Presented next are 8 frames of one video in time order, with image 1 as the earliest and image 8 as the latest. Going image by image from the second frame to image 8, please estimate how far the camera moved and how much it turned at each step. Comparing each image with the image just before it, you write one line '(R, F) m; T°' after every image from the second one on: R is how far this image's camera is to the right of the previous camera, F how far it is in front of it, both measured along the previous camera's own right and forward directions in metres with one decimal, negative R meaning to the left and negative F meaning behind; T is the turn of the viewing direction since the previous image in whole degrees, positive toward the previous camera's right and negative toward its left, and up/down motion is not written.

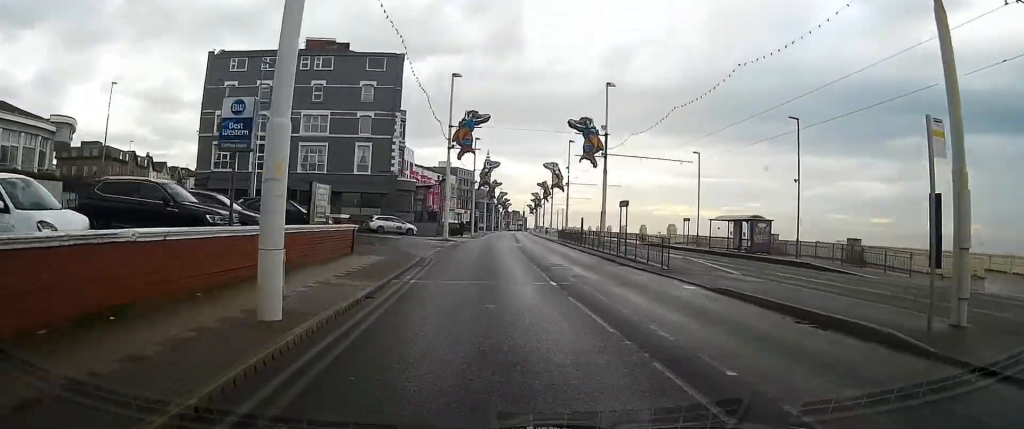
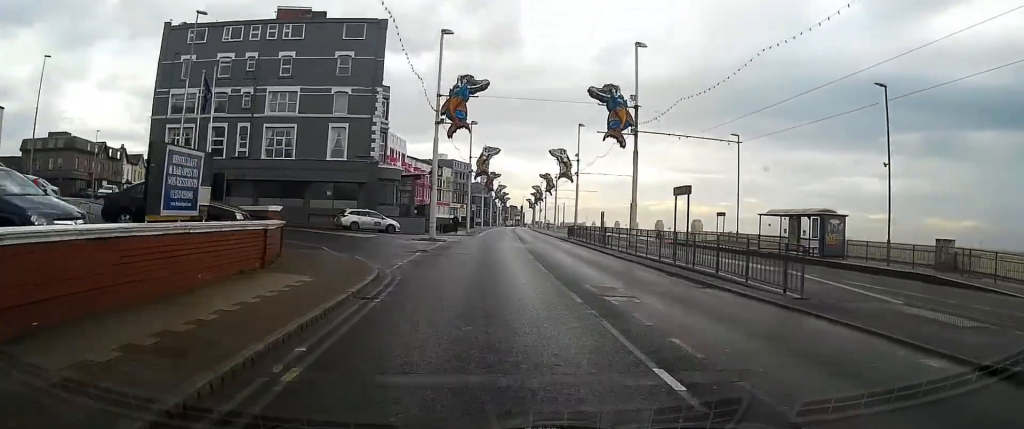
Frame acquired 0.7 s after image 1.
(0.0, +9.5) m; 0°
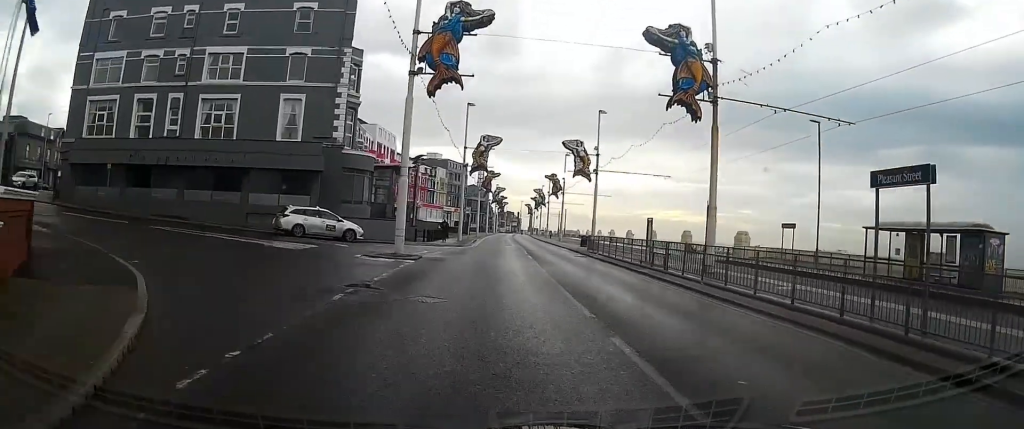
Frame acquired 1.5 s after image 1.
(0.0, +12.3) m; 0°
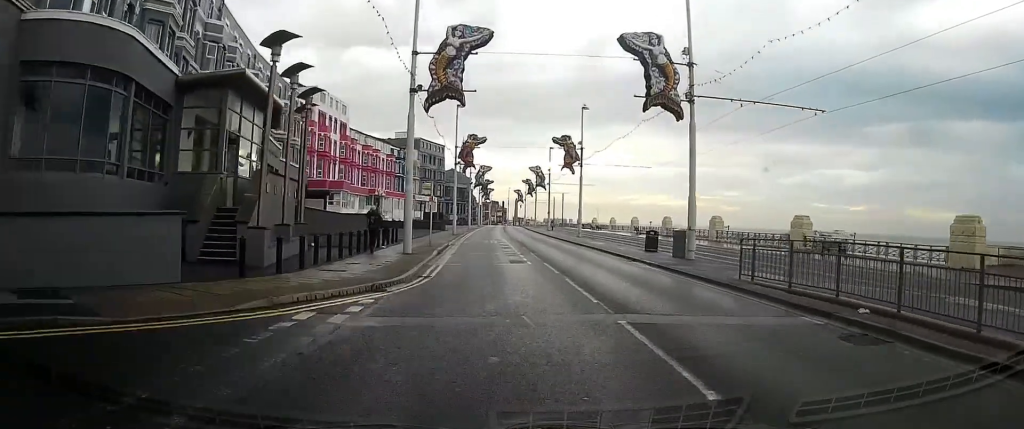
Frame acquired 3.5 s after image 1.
(+0.1, +27.9) m; 0°
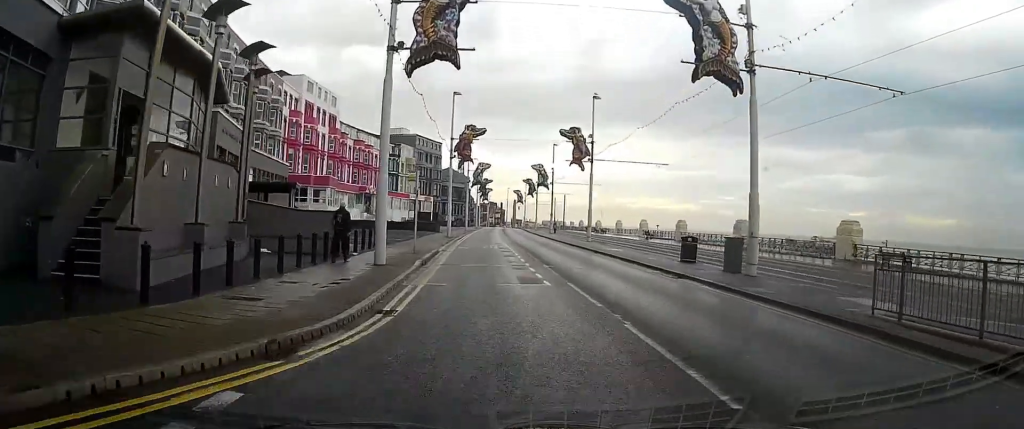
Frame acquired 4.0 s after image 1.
(0.0, +6.0) m; 0°
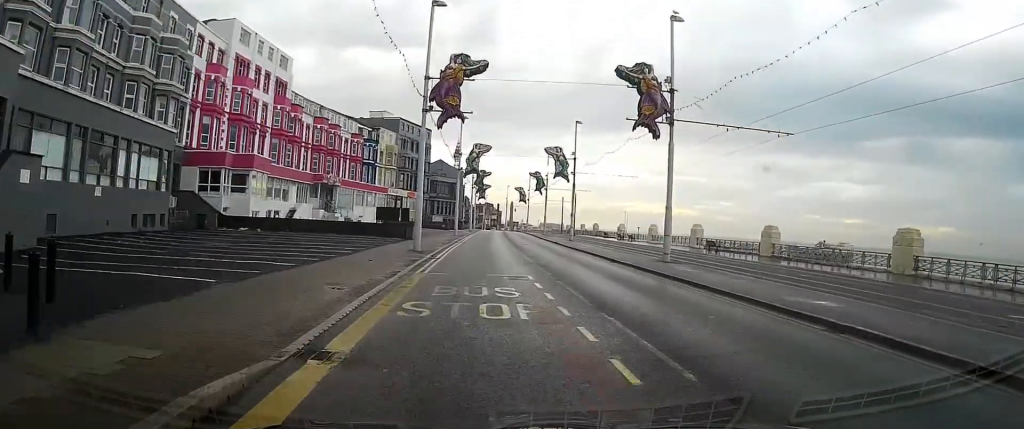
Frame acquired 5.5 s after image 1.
(+0.2, +21.9) m; 0°
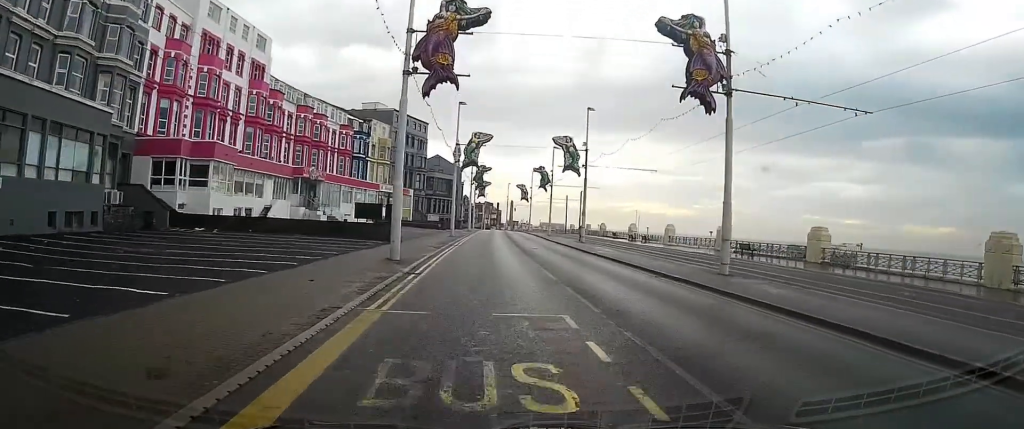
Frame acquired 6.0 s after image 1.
(0.0, +7.1) m; 0°
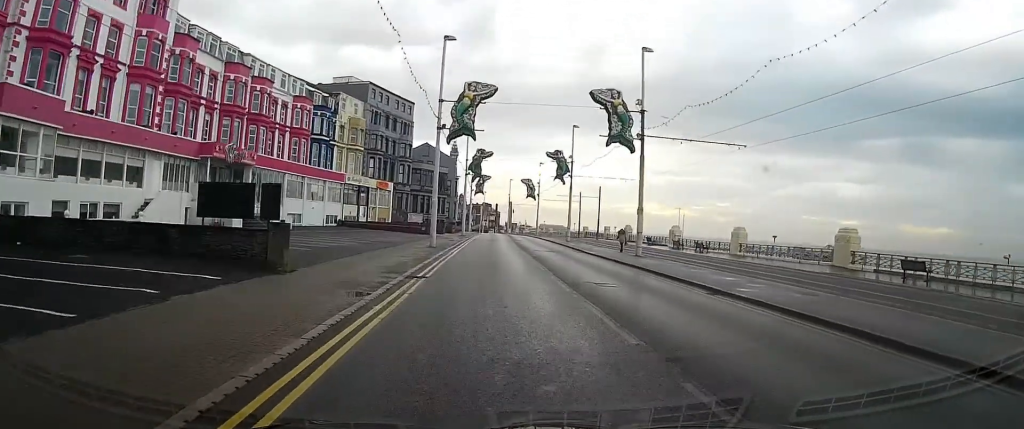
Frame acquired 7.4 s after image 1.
(0.0, +19.9) m; +1°
